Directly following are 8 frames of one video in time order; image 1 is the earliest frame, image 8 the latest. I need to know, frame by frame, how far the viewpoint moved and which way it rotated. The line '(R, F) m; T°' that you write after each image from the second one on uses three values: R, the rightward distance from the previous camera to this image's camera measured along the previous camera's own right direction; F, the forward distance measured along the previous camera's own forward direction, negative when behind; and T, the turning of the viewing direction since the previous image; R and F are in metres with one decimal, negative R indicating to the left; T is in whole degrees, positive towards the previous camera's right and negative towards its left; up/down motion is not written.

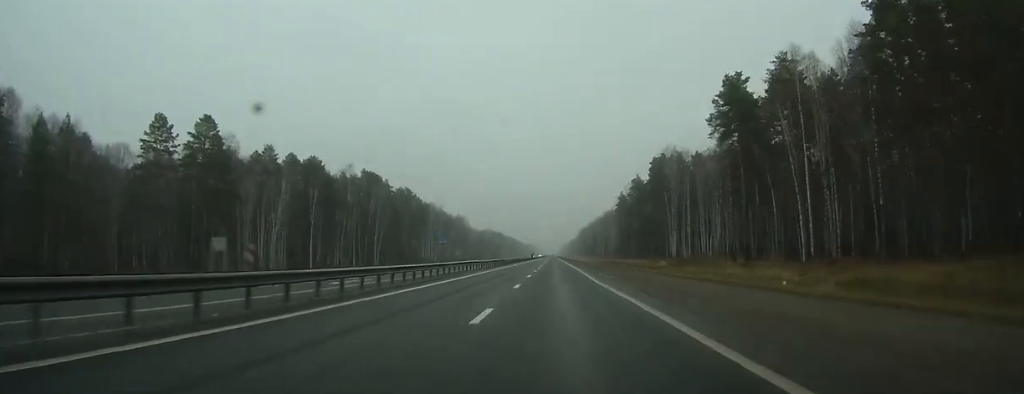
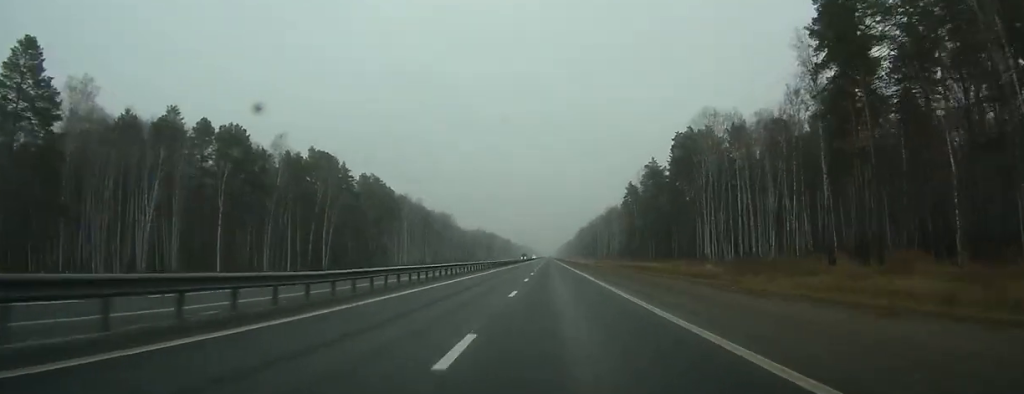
(+0.2, +44.6) m; 0°
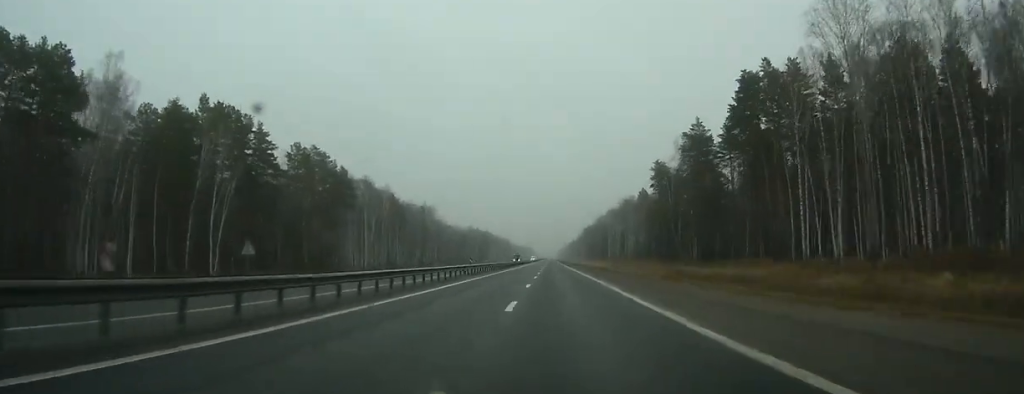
(+0.2, +54.3) m; 0°
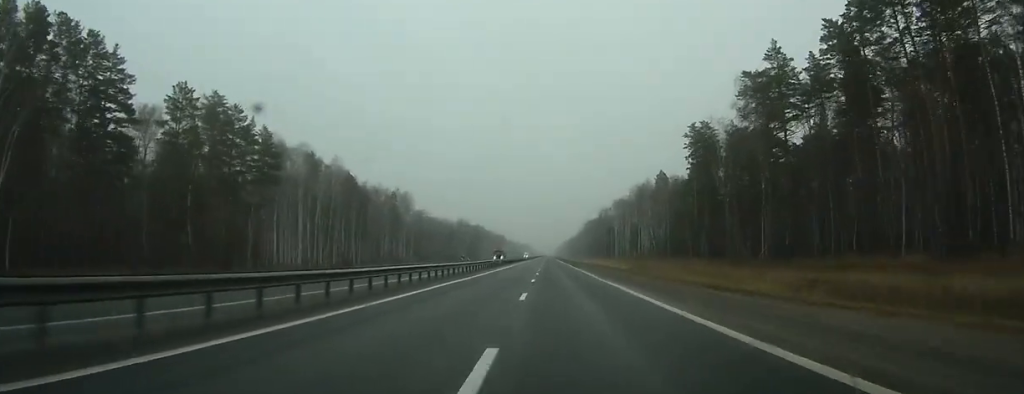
(0.0, +44.8) m; 0°
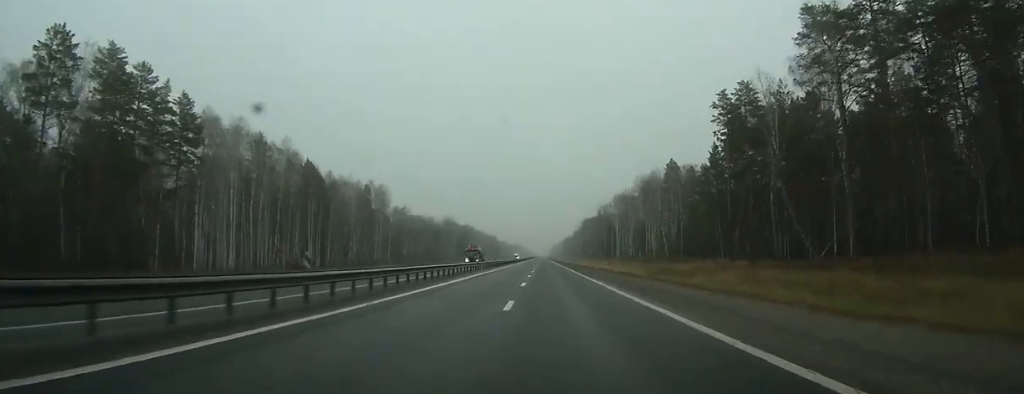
(0.0, +25.8) m; 0°
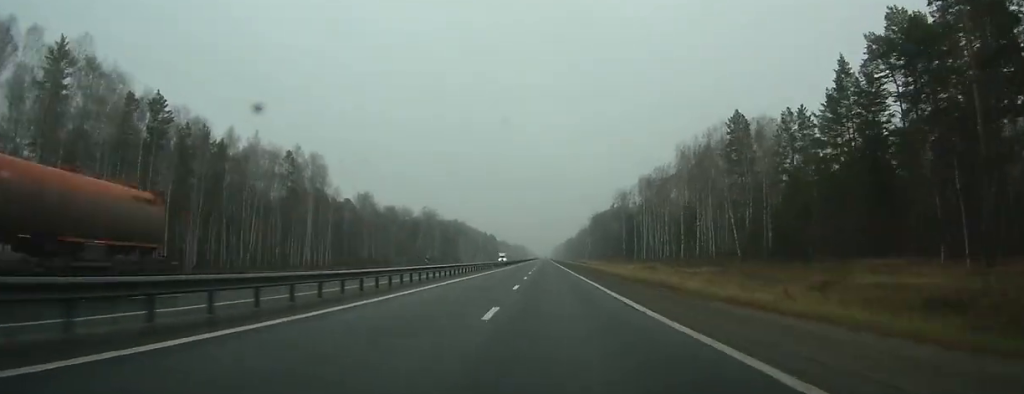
(+0.1, +62.2) m; 0°
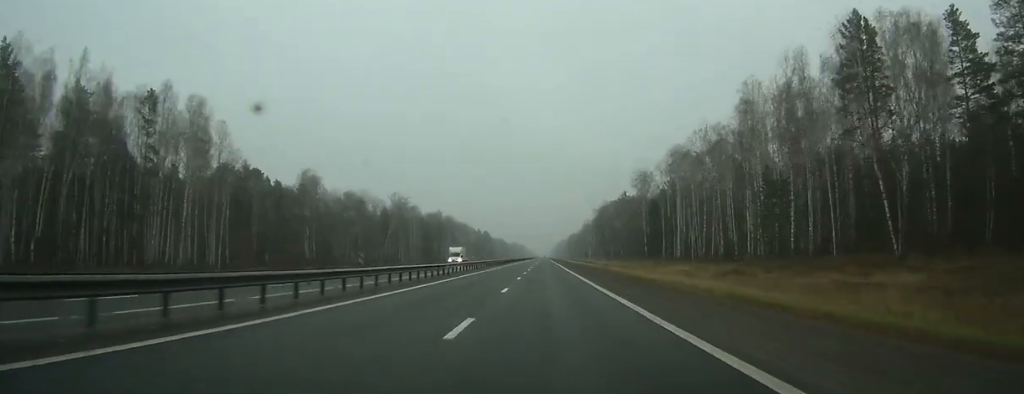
(-0.1, +50.7) m; 0°
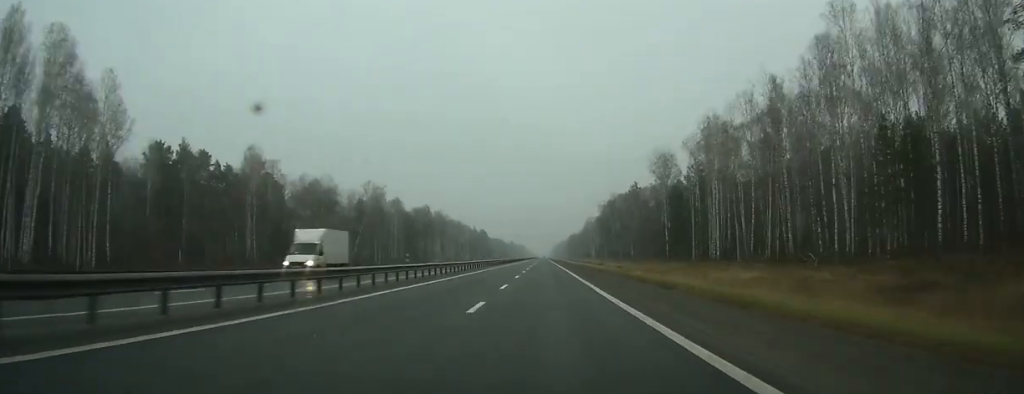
(0.0, +30.9) m; 0°
